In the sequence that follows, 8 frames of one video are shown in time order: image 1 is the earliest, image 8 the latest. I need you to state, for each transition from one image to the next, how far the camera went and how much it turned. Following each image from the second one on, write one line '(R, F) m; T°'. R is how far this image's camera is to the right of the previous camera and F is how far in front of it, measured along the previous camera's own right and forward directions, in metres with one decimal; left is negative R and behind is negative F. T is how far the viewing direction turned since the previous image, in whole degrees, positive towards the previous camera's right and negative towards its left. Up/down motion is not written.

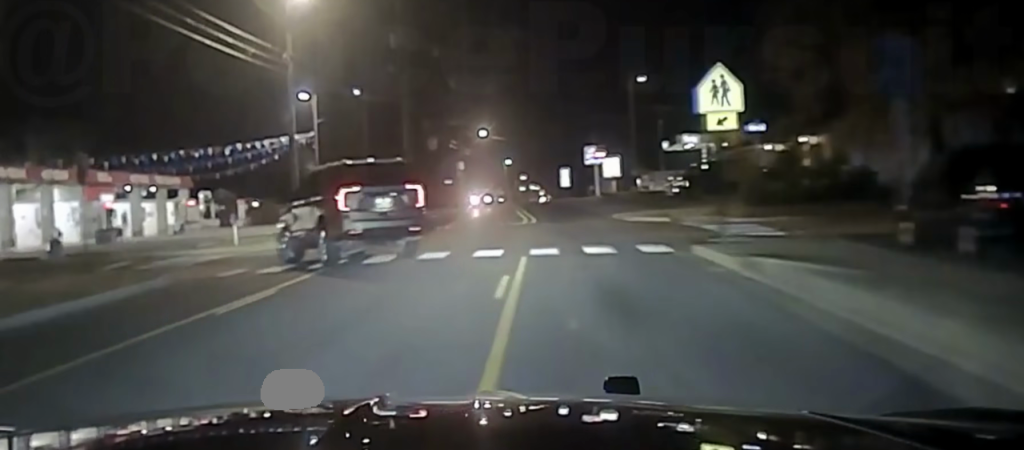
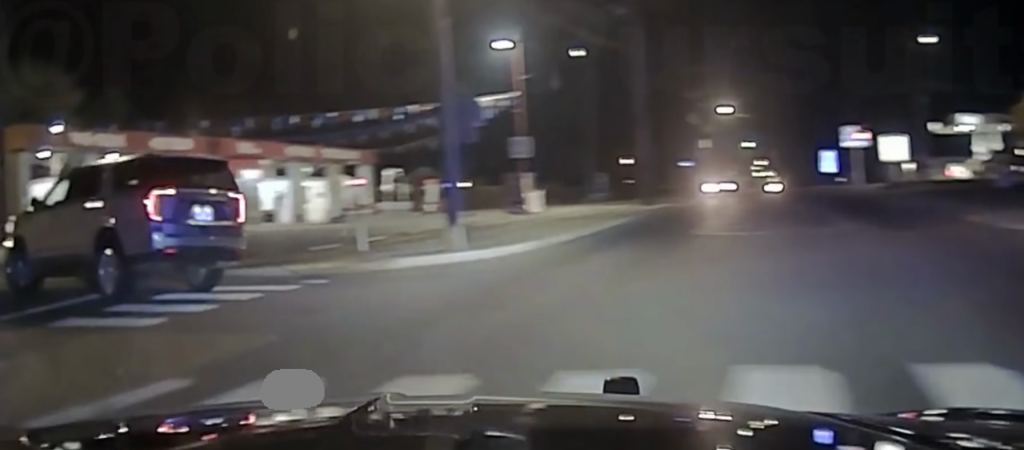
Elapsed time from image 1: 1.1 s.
(-1.7, +14.0) m; -24°
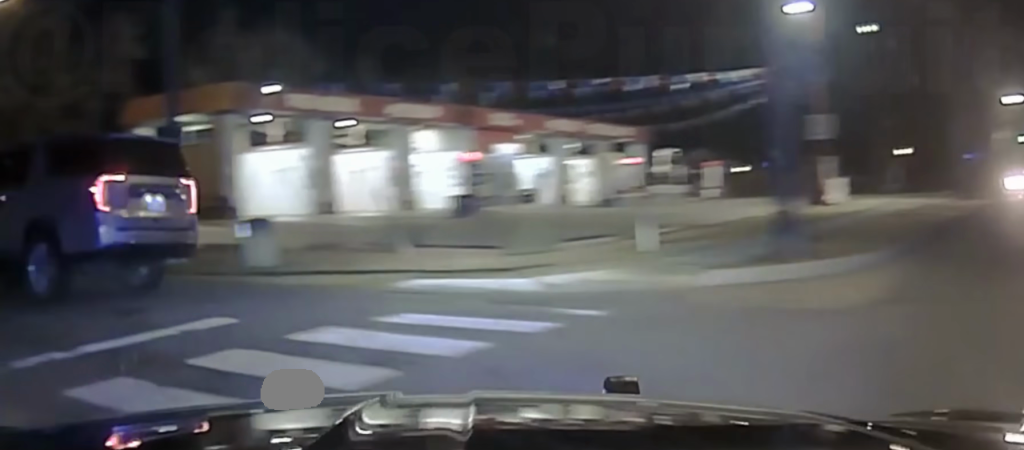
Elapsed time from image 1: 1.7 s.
(-0.4, +5.9) m; -17°
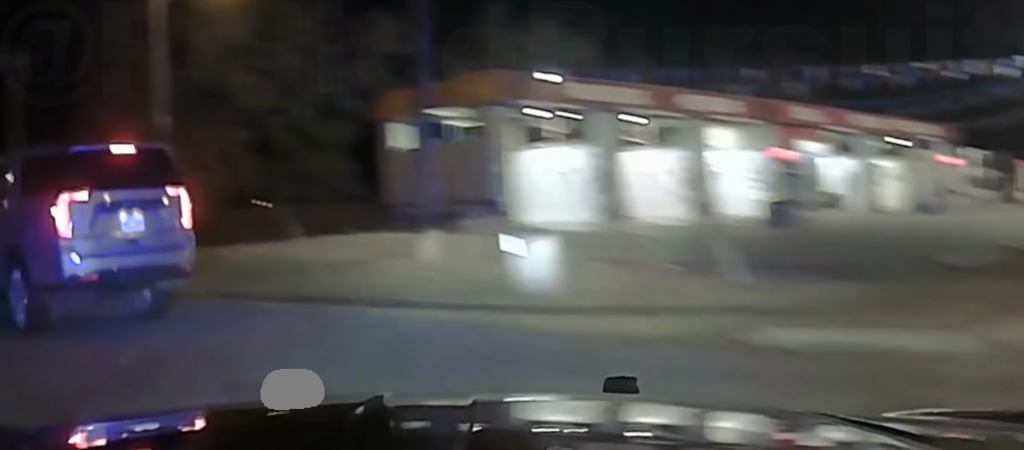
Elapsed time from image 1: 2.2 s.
(-1.4, +4.8) m; -14°
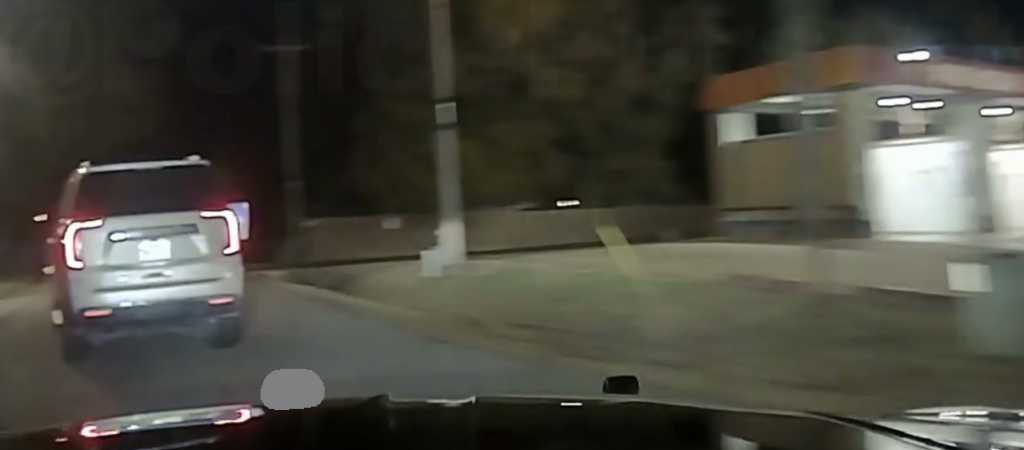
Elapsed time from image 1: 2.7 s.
(-0.6, +5.0) m; -13°
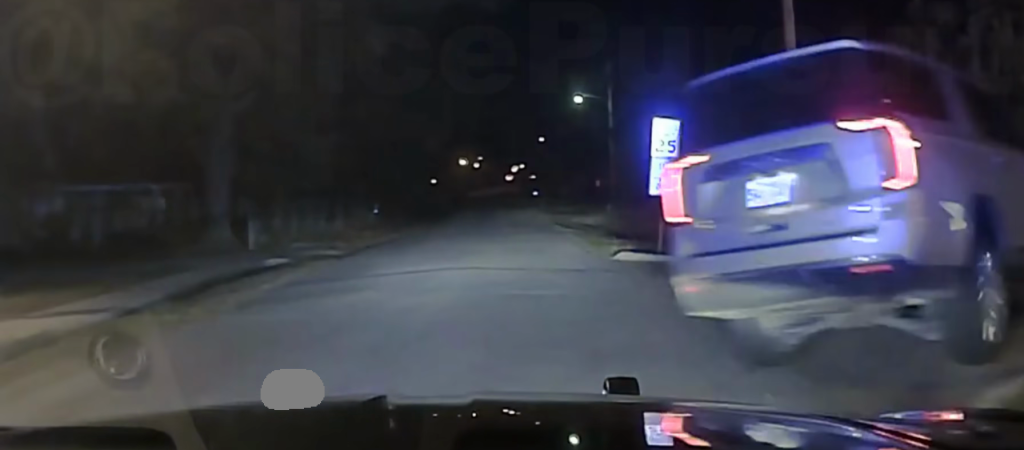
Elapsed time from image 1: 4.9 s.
(-5.6, +21.8) m; +2°
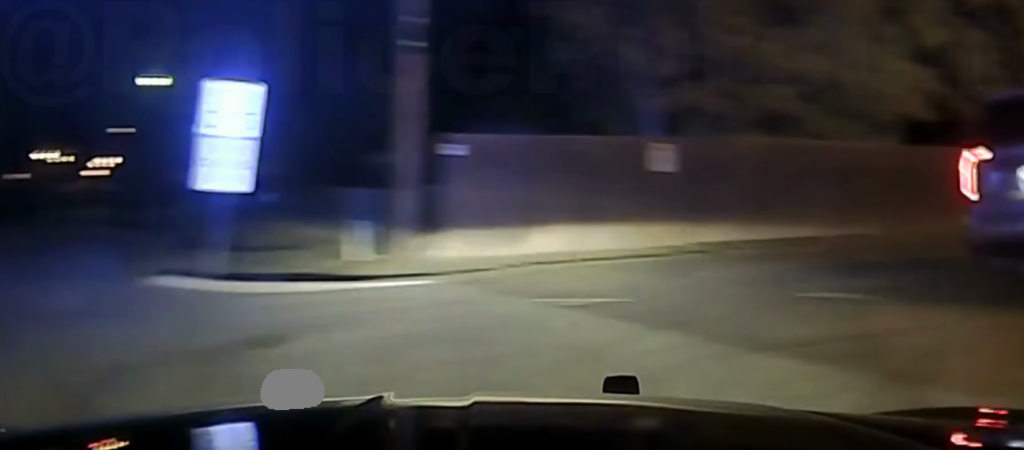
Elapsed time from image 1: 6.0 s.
(+1.9, +4.2) m; +68°
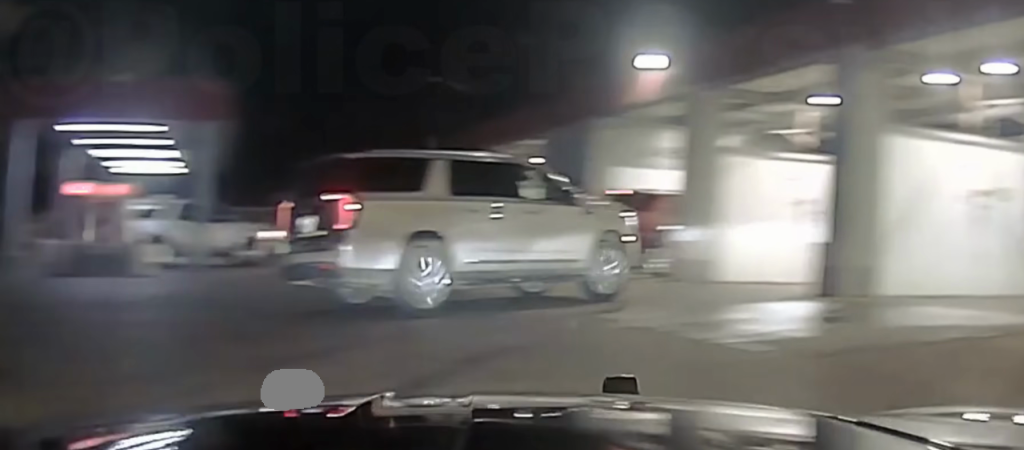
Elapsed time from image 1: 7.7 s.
(+4.9, +4.3) m; +74°
